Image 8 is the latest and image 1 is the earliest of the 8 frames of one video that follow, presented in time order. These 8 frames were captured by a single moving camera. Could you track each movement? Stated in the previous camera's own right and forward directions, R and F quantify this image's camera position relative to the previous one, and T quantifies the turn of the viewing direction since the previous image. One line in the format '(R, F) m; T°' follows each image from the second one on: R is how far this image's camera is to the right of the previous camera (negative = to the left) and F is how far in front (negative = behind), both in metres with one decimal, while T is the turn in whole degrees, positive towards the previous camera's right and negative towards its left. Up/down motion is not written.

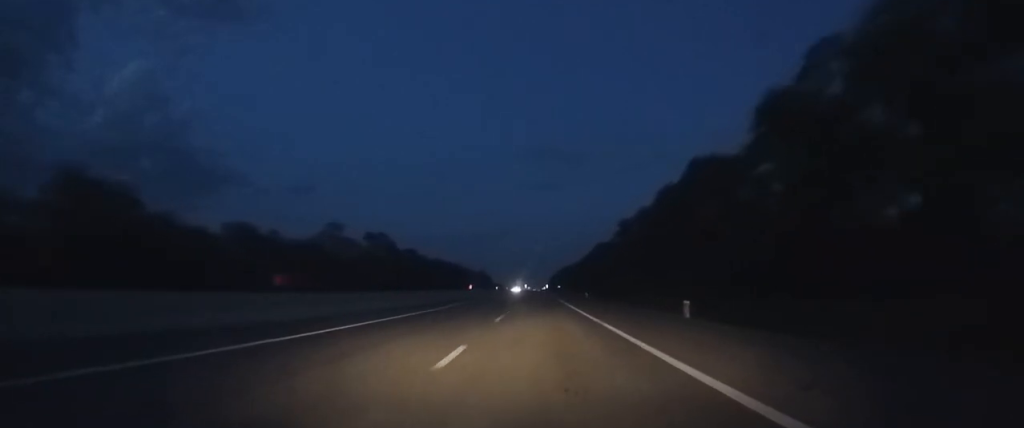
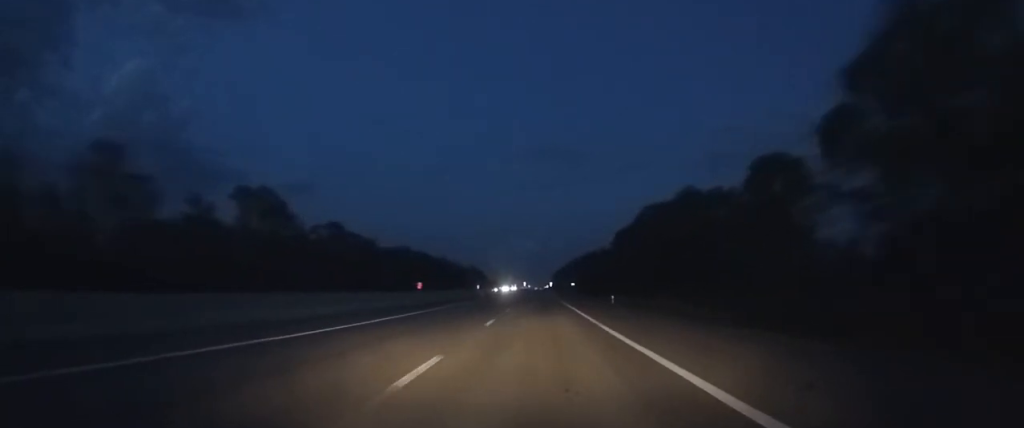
(-0.1, +64.7) m; 0°
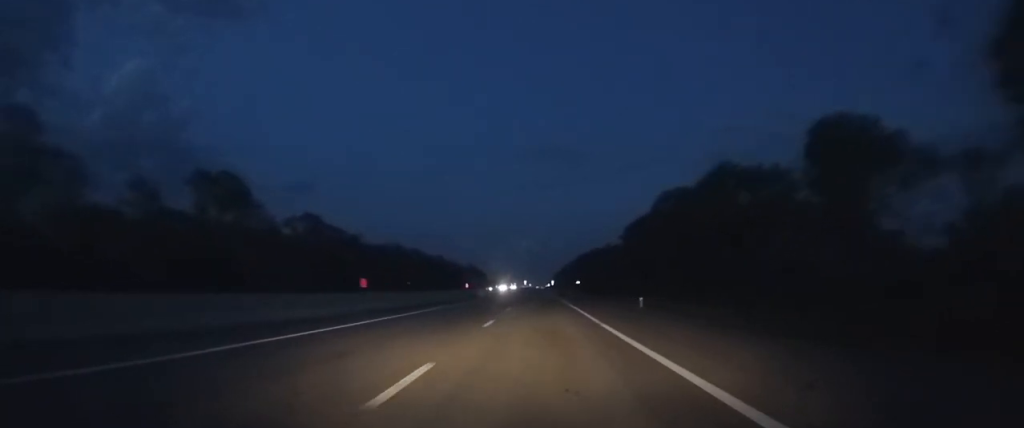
(0.0, +9.4) m; 0°
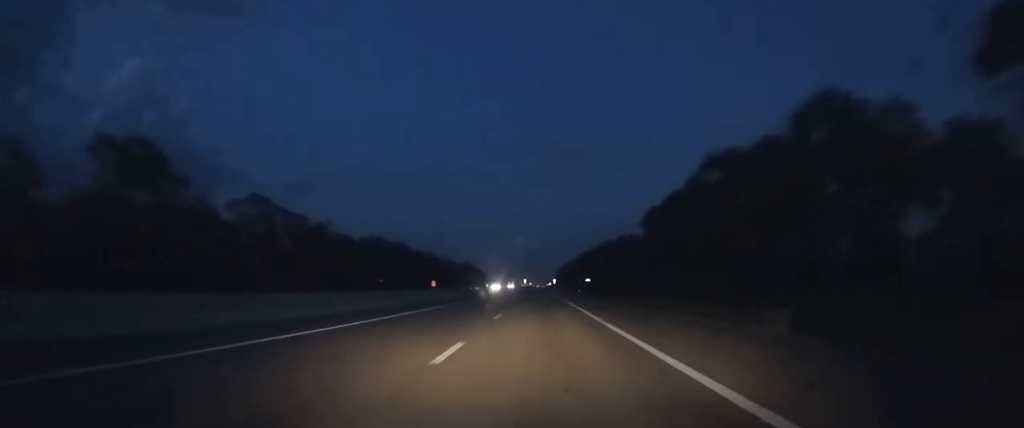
(0.0, +15.2) m; 0°
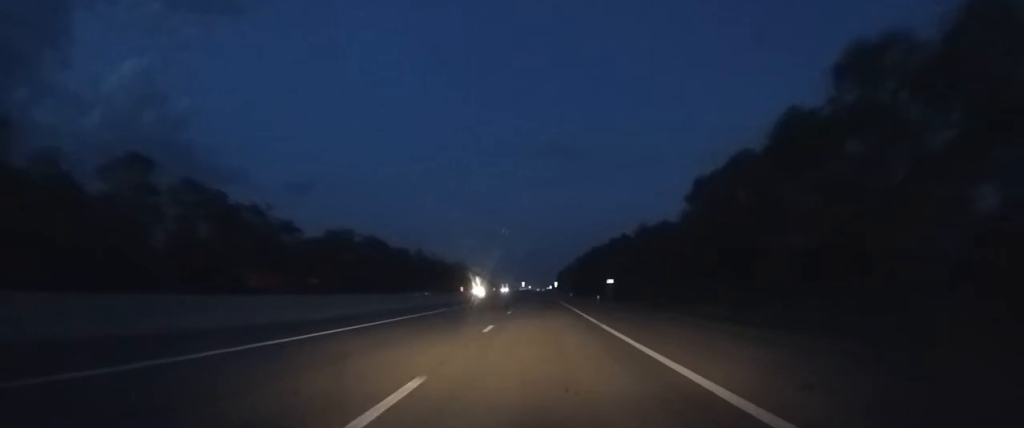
(0.0, +21.6) m; 0°
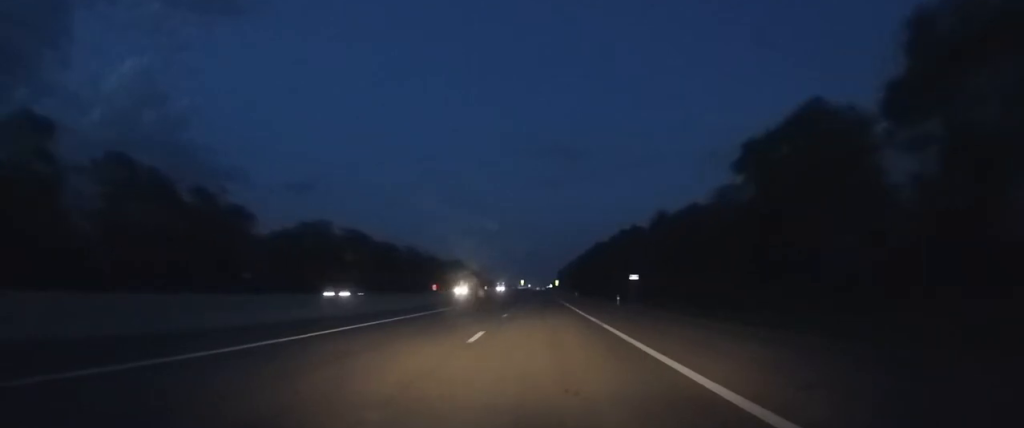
(0.0, +13.2) m; 0°
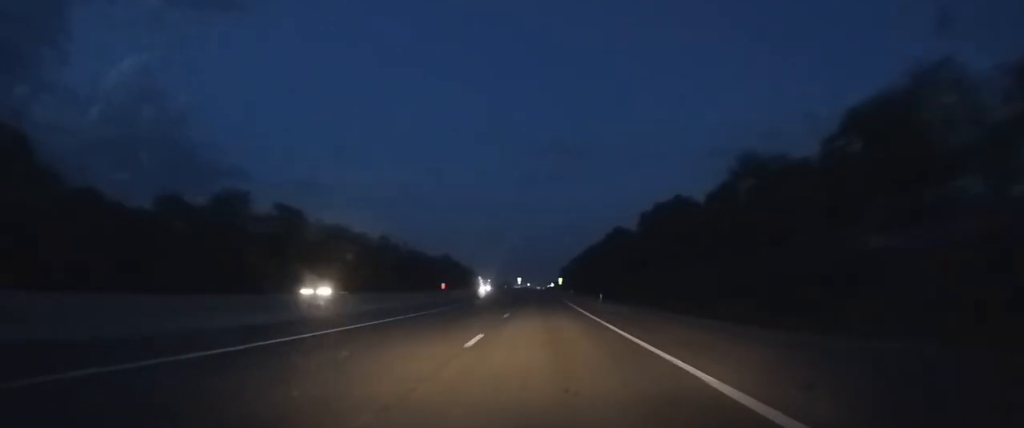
(0.0, +36.0) m; 0°
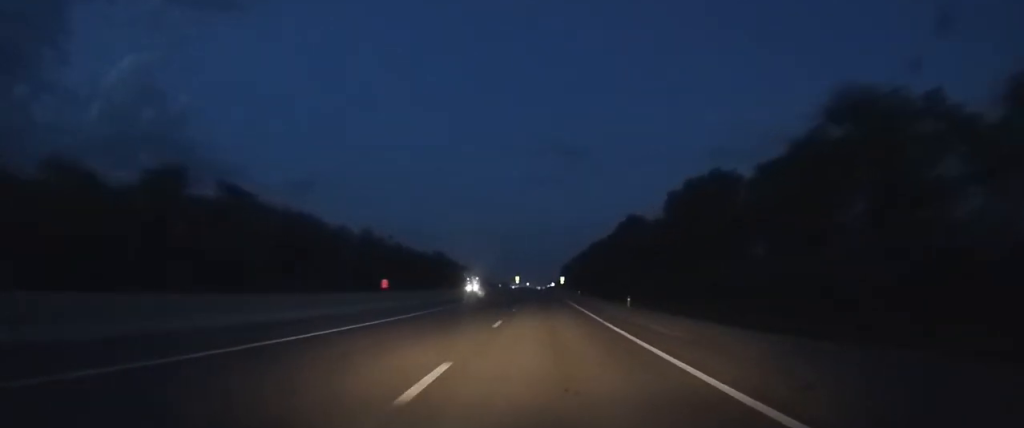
(-0.1, +19.7) m; 0°
